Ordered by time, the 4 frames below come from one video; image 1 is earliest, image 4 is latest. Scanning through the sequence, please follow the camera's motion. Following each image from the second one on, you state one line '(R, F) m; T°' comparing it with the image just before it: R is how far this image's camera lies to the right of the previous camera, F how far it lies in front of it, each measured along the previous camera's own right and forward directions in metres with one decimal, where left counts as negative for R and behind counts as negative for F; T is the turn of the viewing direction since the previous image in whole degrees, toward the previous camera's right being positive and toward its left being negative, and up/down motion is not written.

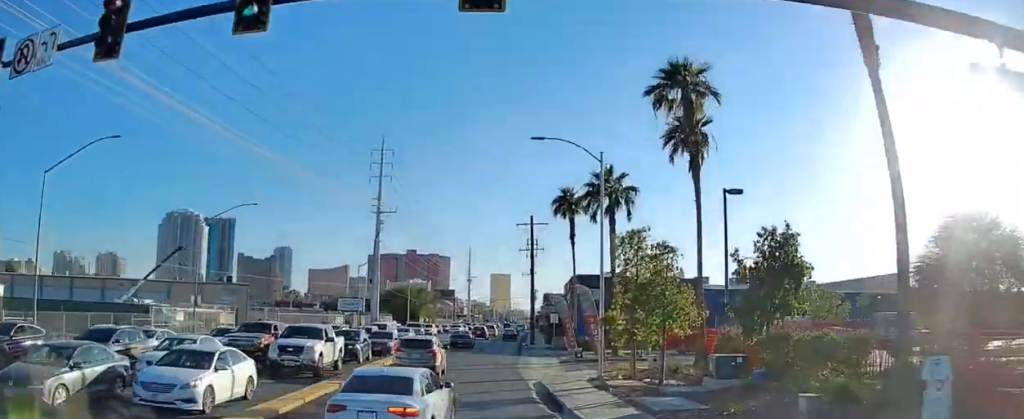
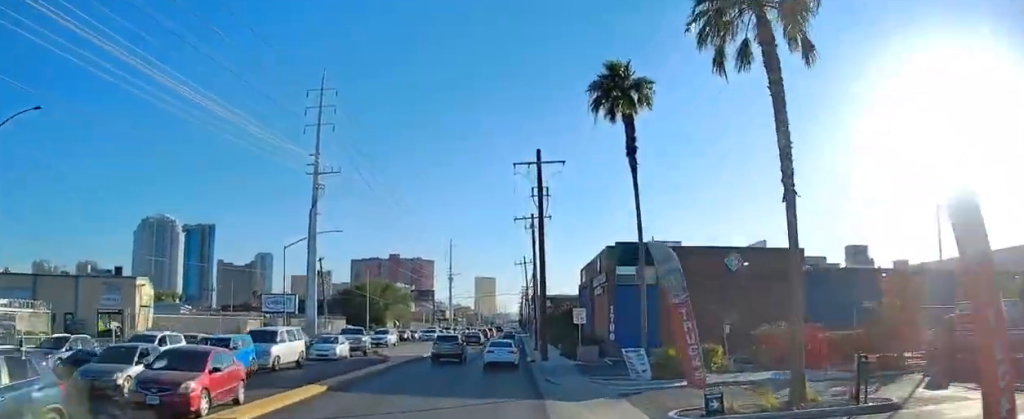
(-0.1, +25.8) m; -1°
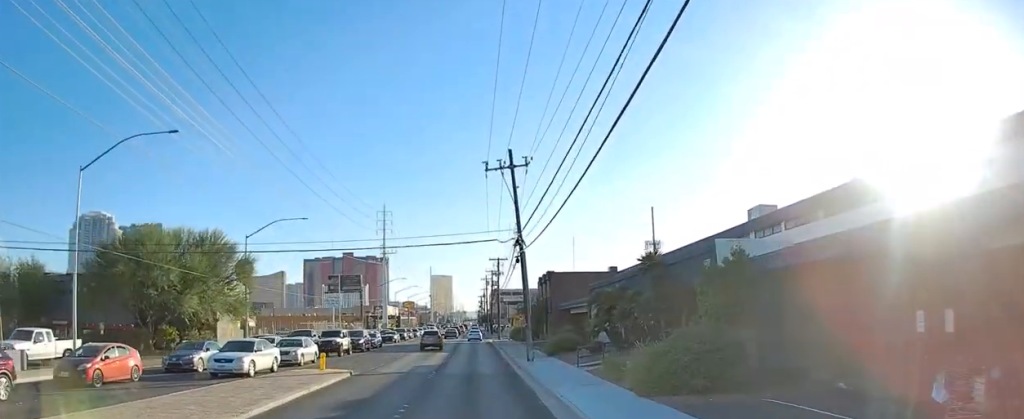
(+1.5, +57.1) m; +4°
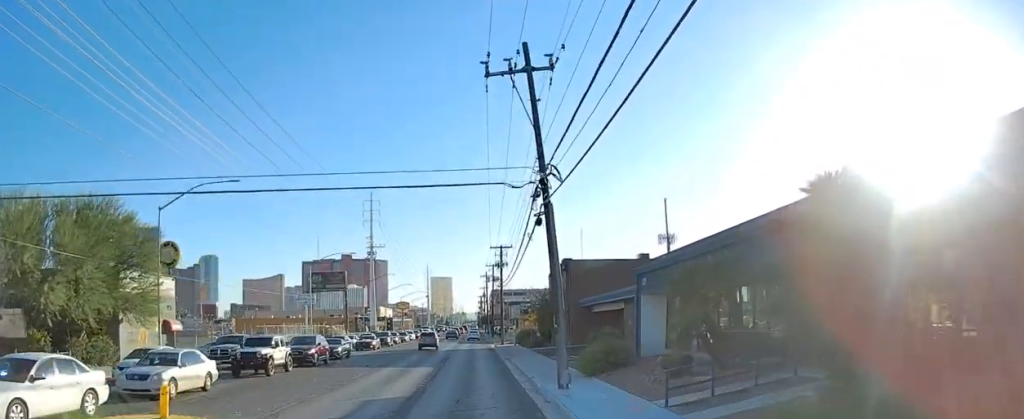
(+0.5, +14.7) m; +1°
